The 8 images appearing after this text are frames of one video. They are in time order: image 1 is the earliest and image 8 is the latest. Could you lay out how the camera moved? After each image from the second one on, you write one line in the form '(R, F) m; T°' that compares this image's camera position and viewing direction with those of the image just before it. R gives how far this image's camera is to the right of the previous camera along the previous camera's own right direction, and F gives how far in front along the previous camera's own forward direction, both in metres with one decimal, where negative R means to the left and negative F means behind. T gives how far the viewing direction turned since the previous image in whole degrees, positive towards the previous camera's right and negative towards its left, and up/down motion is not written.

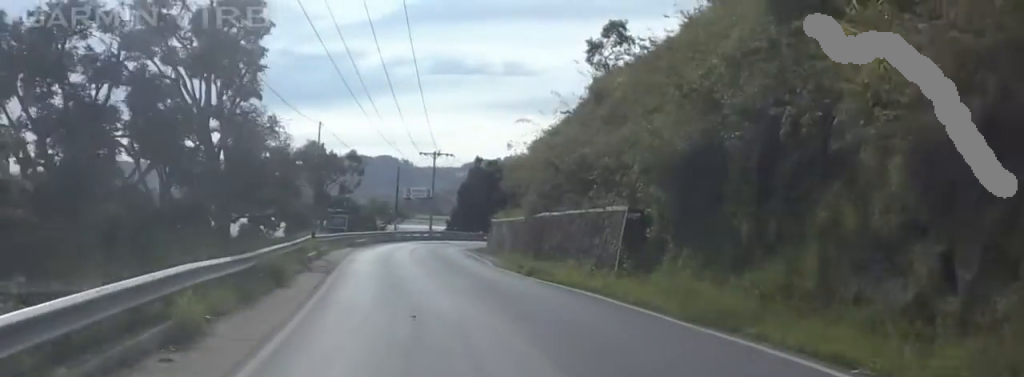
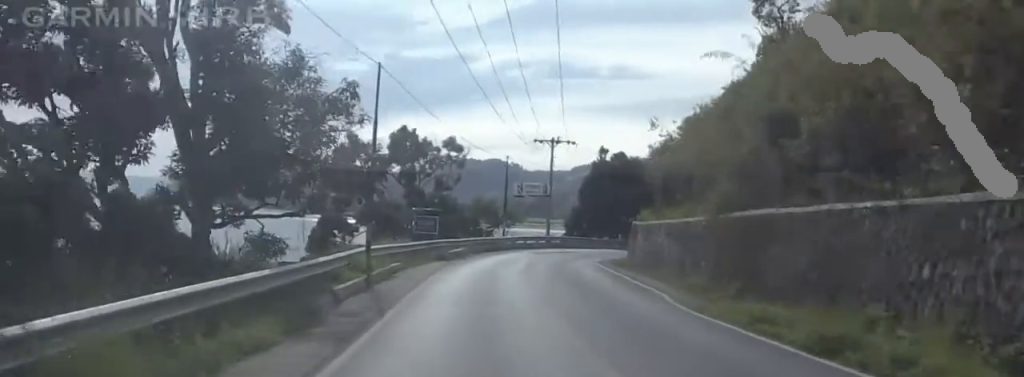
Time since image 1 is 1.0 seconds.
(-1.6, +14.8) m; -4°
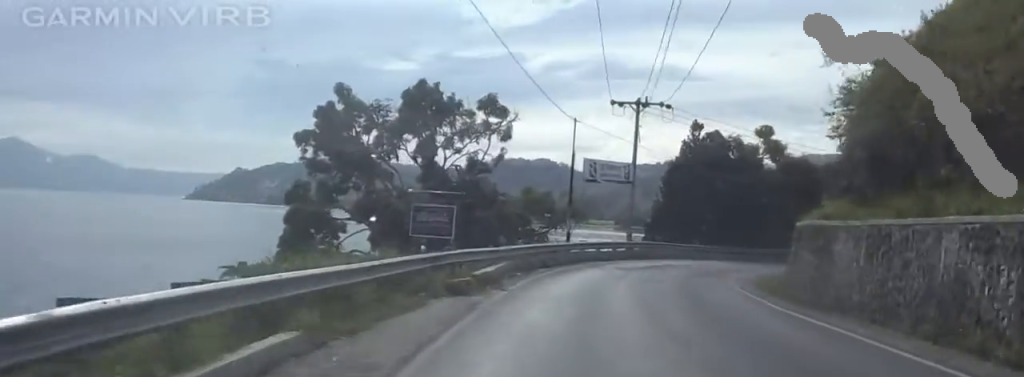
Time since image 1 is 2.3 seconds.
(+0.5, +19.1) m; -1°
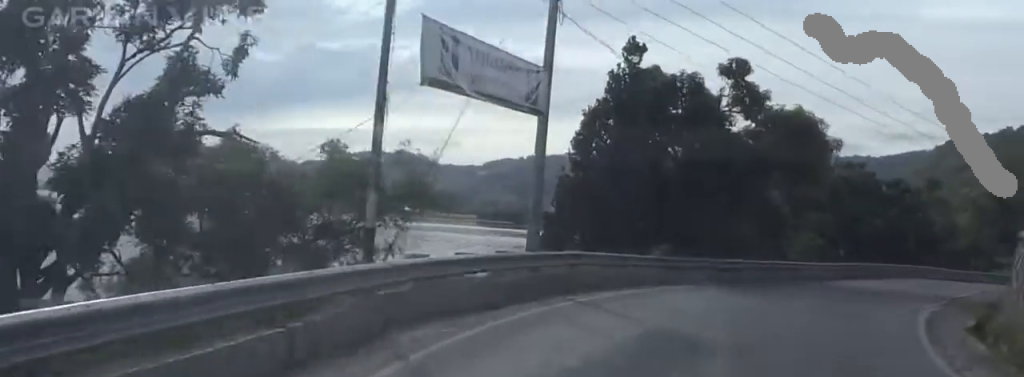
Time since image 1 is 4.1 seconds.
(+1.4, +24.4) m; +11°
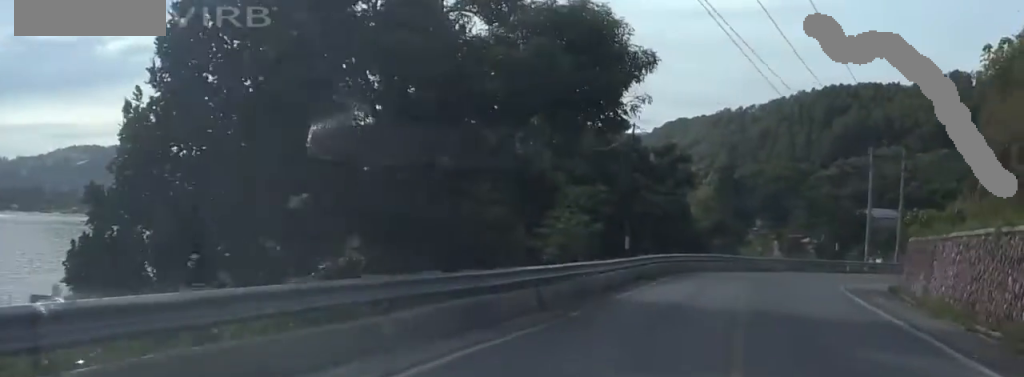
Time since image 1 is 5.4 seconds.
(+1.6, +16.6) m; +18°
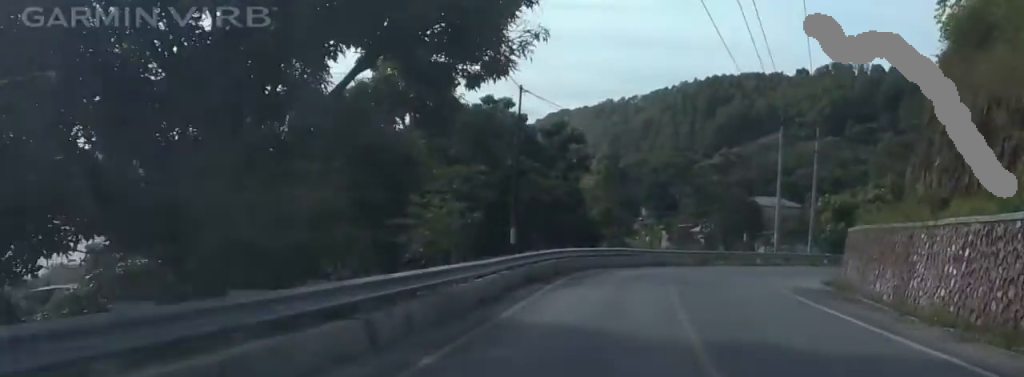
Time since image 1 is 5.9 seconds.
(+1.6, +6.5) m; +5°
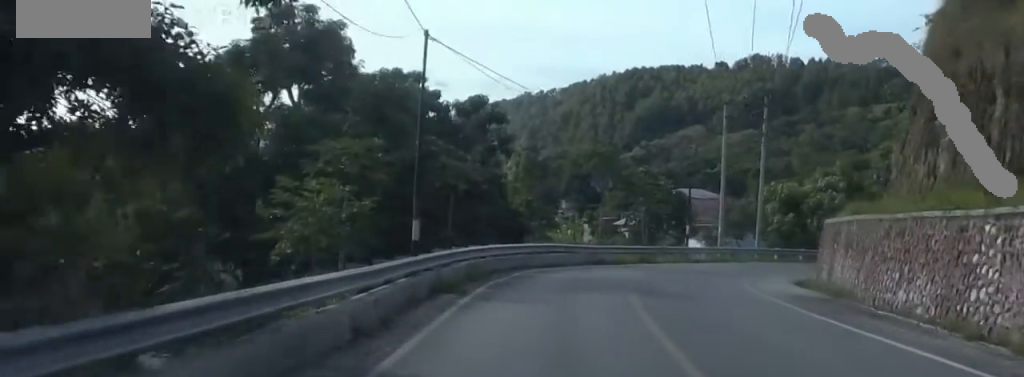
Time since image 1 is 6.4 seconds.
(+0.5, +6.0) m; +4°
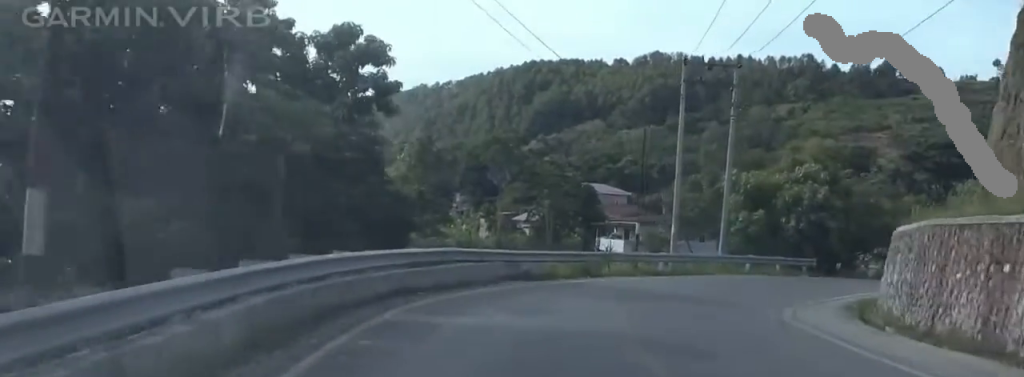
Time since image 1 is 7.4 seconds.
(-0.5, +12.6) m; +8°
